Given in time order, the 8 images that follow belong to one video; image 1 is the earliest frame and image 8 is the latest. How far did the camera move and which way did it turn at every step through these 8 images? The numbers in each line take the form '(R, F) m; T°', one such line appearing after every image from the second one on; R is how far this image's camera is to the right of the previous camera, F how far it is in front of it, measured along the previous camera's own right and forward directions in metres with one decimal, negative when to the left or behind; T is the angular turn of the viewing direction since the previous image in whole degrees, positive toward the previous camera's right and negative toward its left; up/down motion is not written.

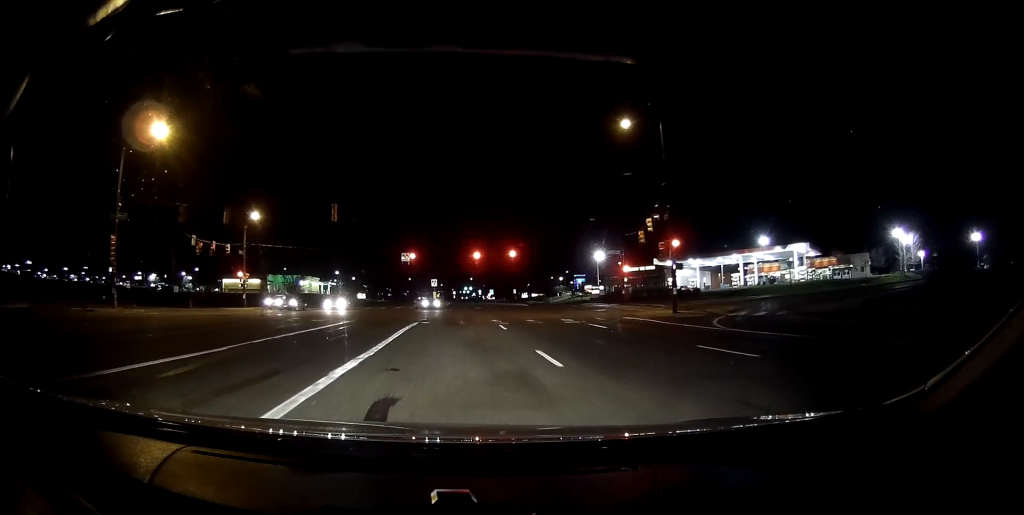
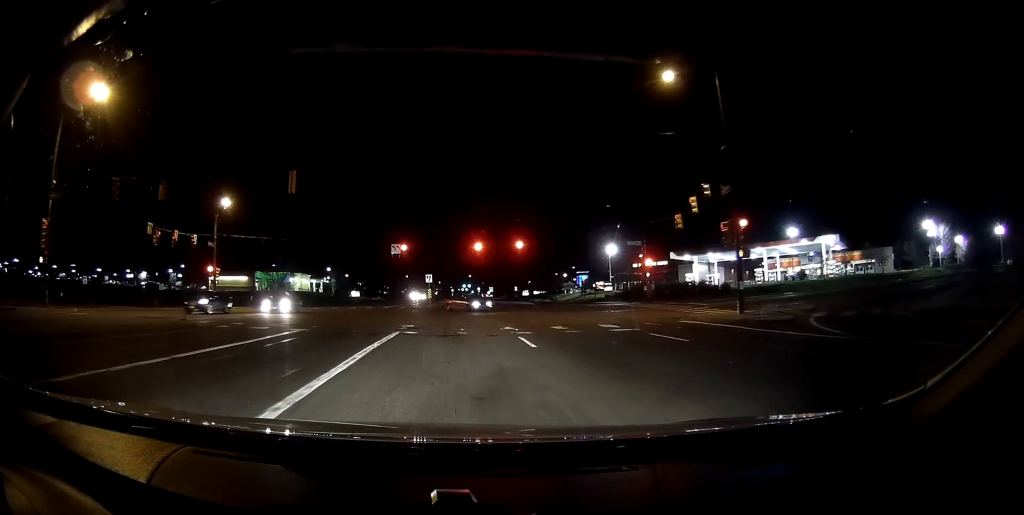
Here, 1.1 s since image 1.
(+0.1, +6.5) m; 0°
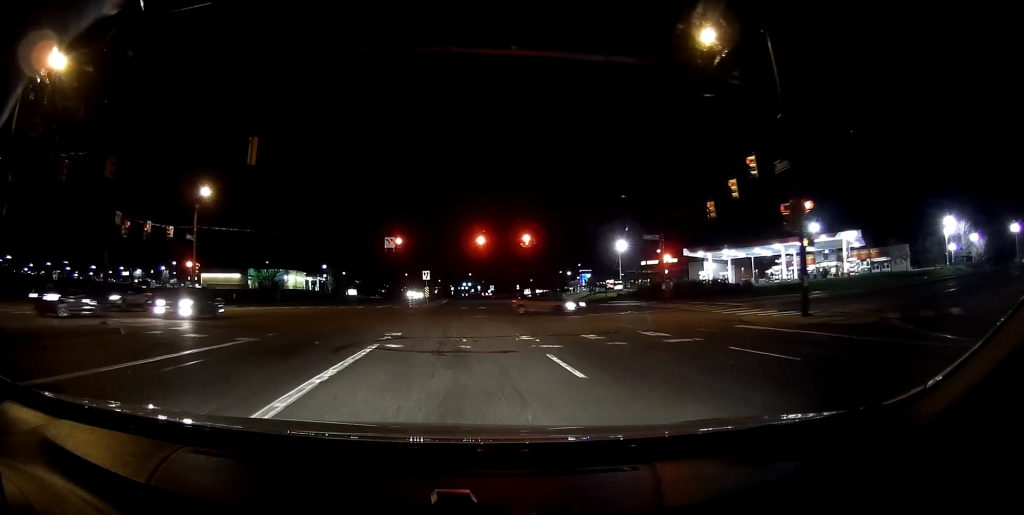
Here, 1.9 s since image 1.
(0.0, +3.7) m; -2°
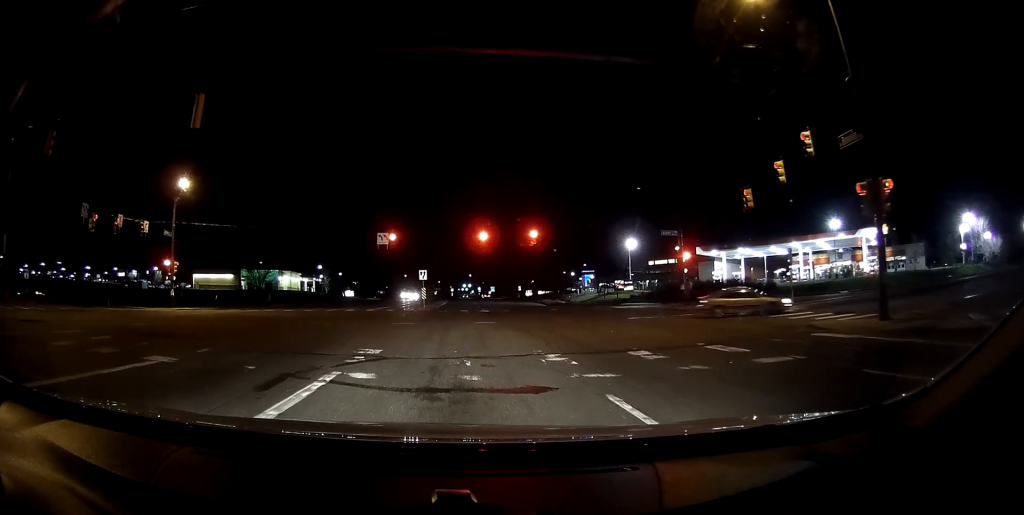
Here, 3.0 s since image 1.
(-0.2, +3.0) m; -2°
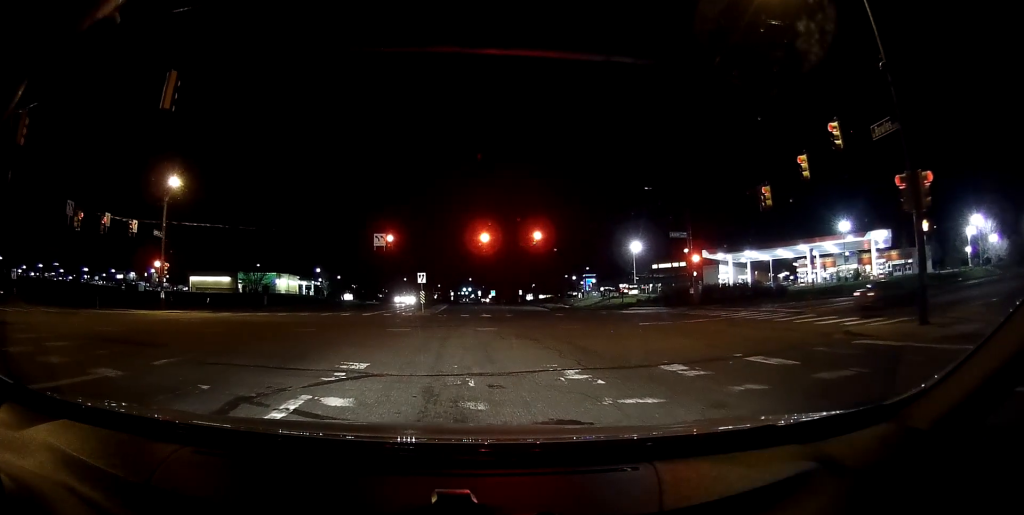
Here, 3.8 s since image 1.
(0.0, +1.4) m; +2°
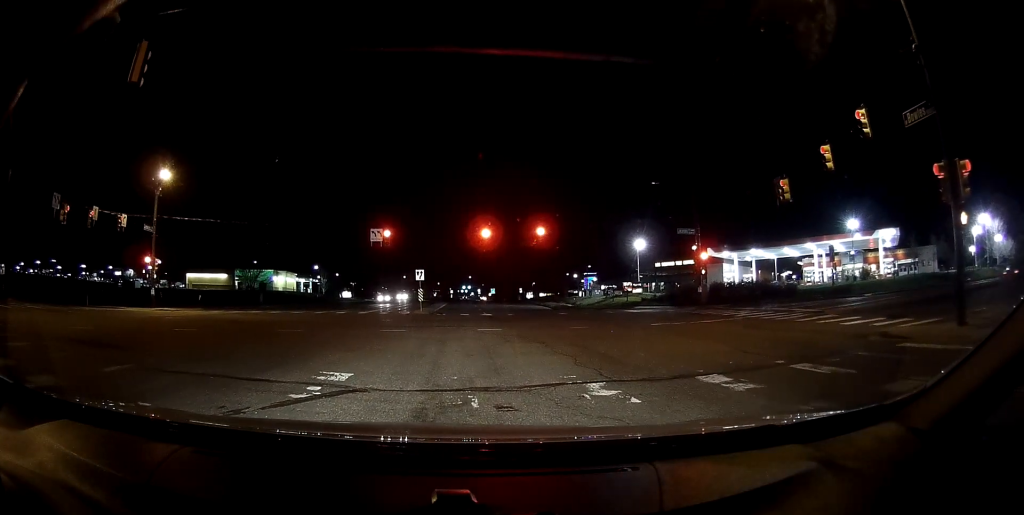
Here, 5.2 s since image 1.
(0.0, +1.3) m; 0°
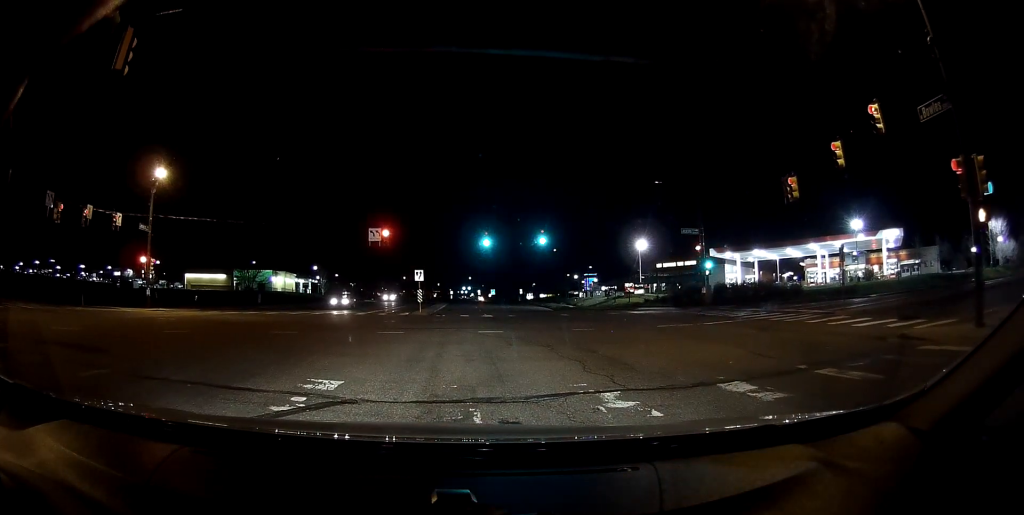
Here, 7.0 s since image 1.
(+0.1, +2.6) m; +1°
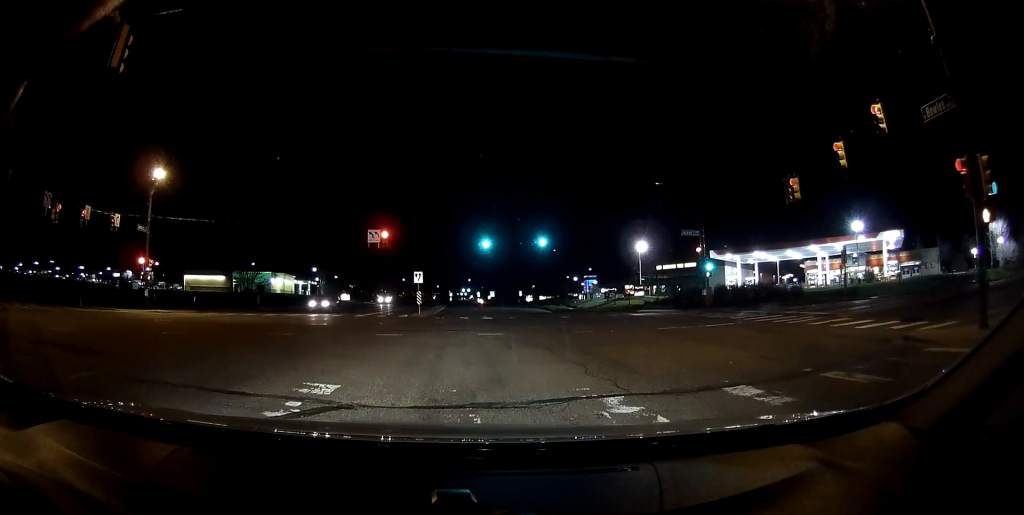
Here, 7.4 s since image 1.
(0.0, +1.1) m; 0°
